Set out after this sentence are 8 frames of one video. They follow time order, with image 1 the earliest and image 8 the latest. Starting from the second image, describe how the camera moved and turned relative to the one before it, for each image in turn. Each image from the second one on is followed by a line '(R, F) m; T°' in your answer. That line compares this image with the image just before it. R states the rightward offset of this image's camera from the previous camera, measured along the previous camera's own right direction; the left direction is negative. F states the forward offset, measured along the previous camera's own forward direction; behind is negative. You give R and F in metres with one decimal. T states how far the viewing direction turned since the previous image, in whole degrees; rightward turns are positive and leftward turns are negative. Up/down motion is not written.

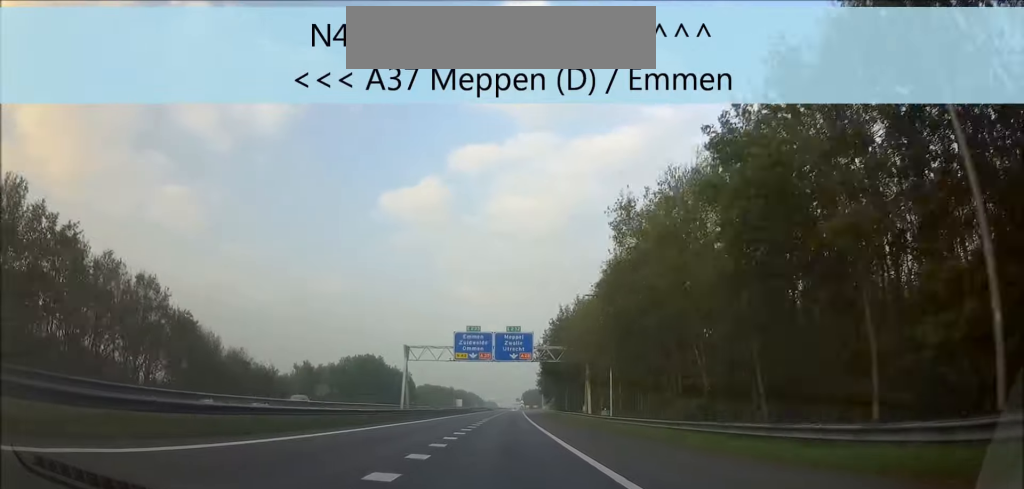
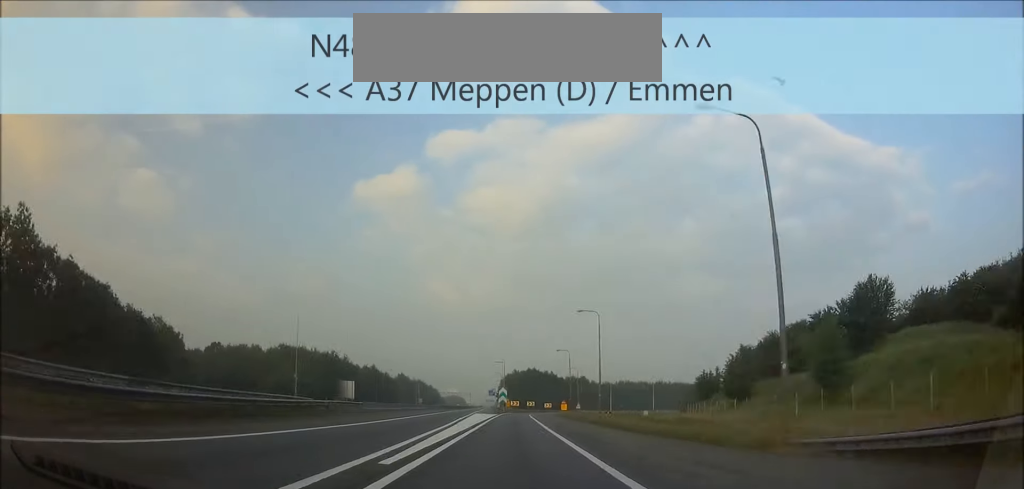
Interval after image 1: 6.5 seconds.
(+8.3, +201.2) m; +8°
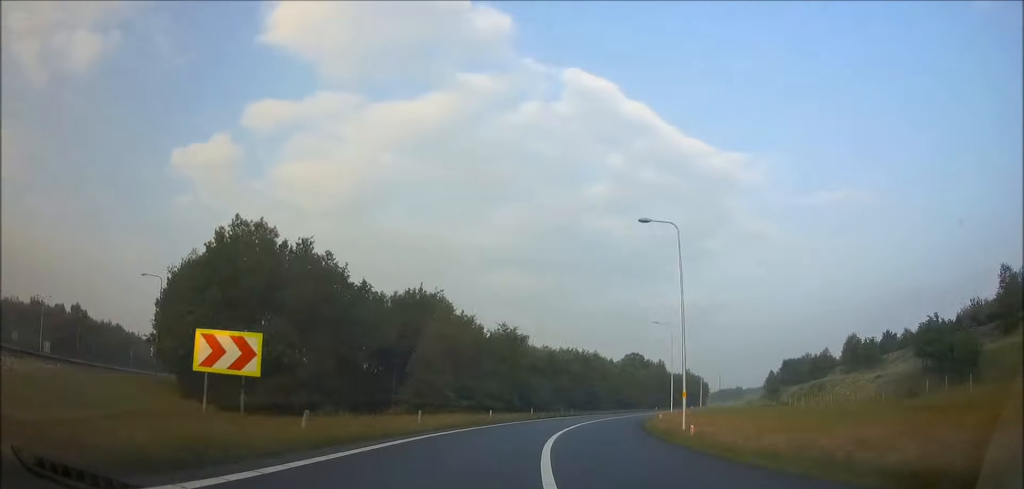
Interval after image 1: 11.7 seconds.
(+17.2, +139.8) m; +23°
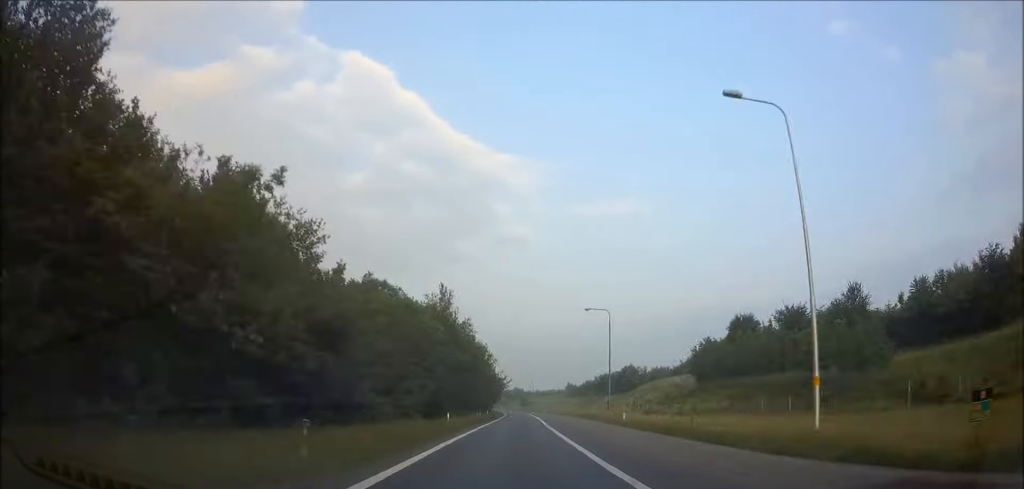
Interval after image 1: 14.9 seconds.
(+17.6, +89.8) m; +10°
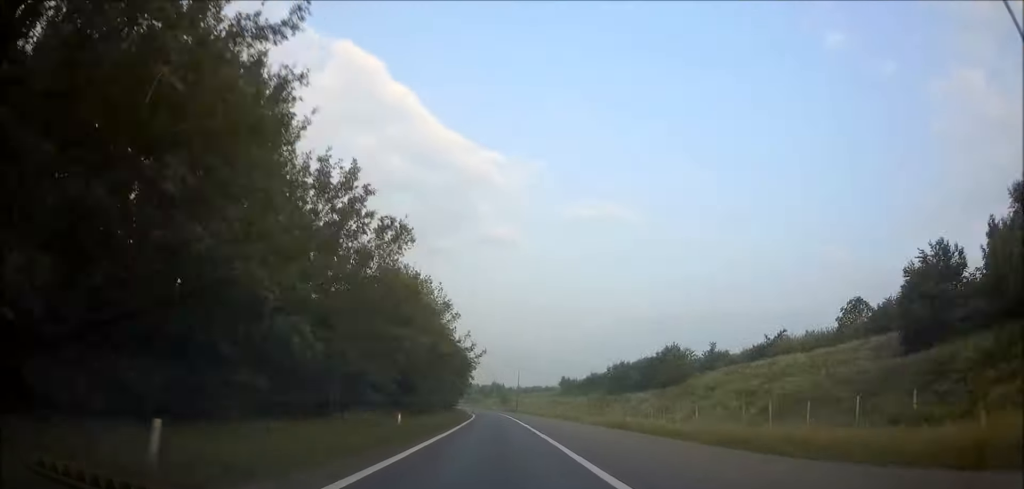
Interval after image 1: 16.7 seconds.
(+1.8, +50.6) m; +1°
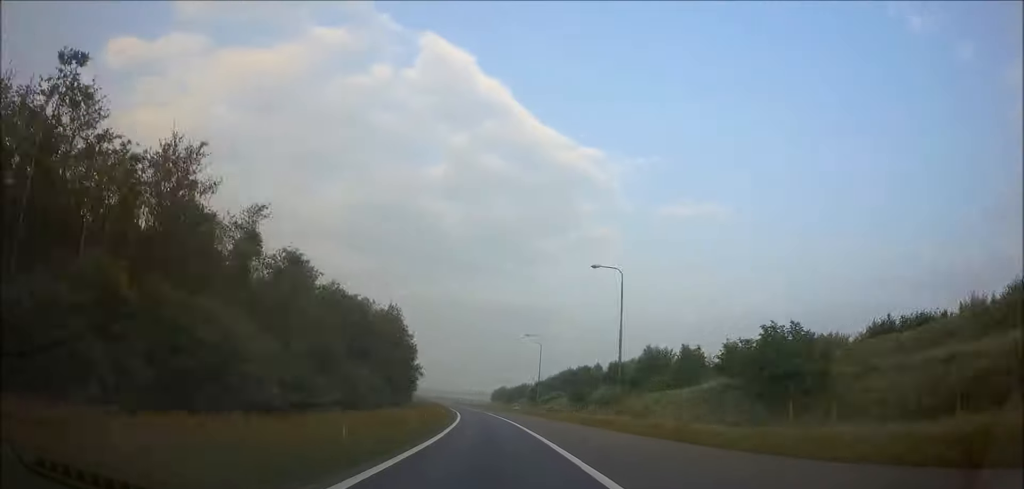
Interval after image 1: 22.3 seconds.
(-8.1, +171.2) m; -7°
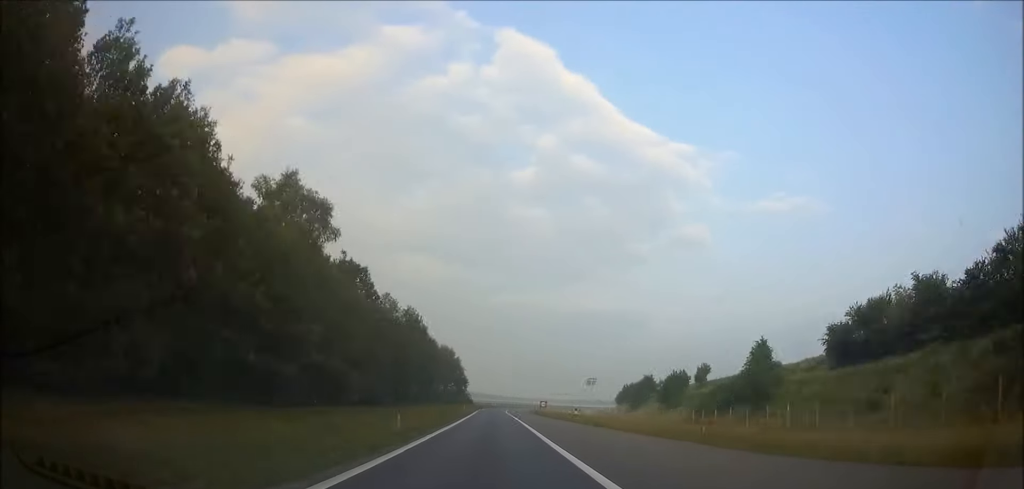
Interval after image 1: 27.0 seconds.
(-10.3, +195.8) m; +1°
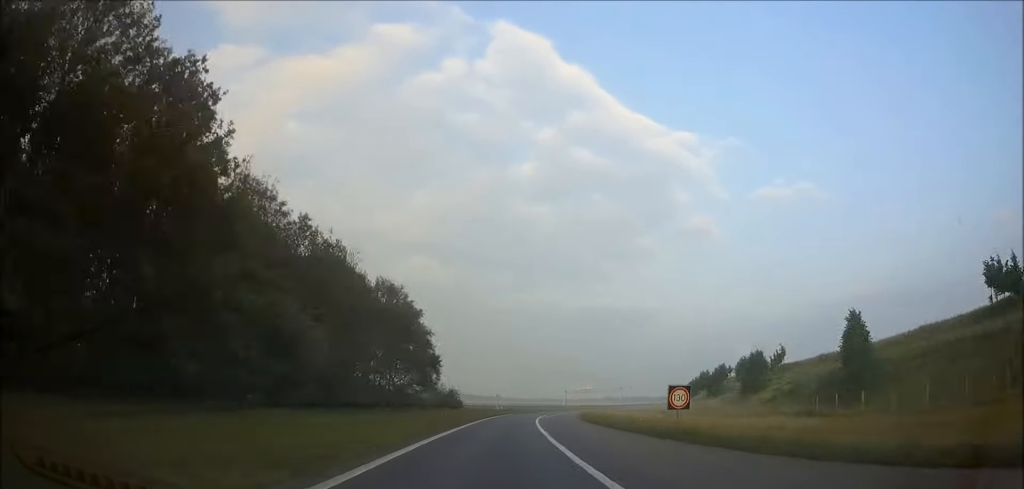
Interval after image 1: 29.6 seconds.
(+7.8, +104.3) m; +6°
